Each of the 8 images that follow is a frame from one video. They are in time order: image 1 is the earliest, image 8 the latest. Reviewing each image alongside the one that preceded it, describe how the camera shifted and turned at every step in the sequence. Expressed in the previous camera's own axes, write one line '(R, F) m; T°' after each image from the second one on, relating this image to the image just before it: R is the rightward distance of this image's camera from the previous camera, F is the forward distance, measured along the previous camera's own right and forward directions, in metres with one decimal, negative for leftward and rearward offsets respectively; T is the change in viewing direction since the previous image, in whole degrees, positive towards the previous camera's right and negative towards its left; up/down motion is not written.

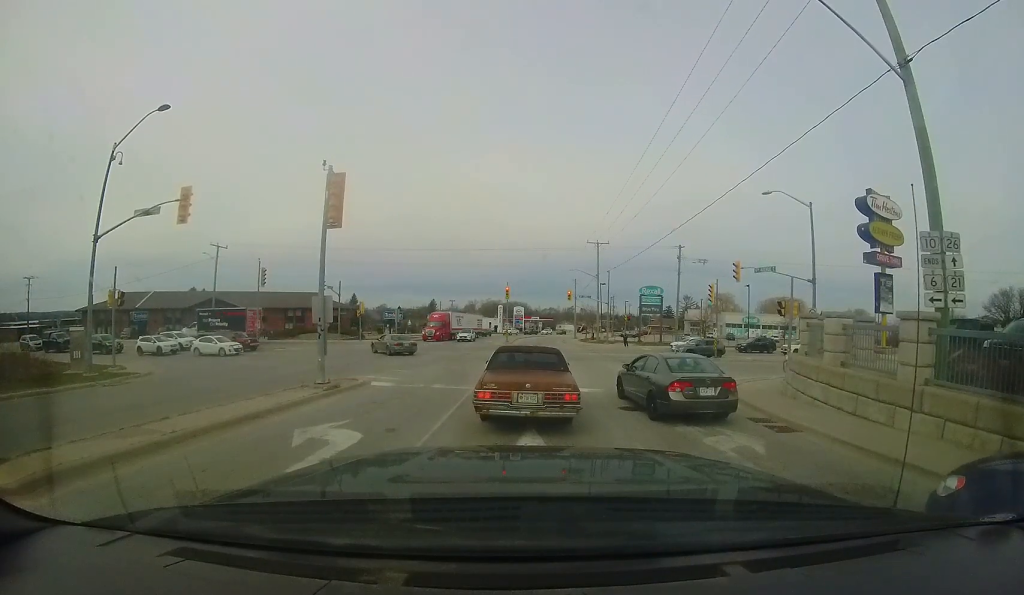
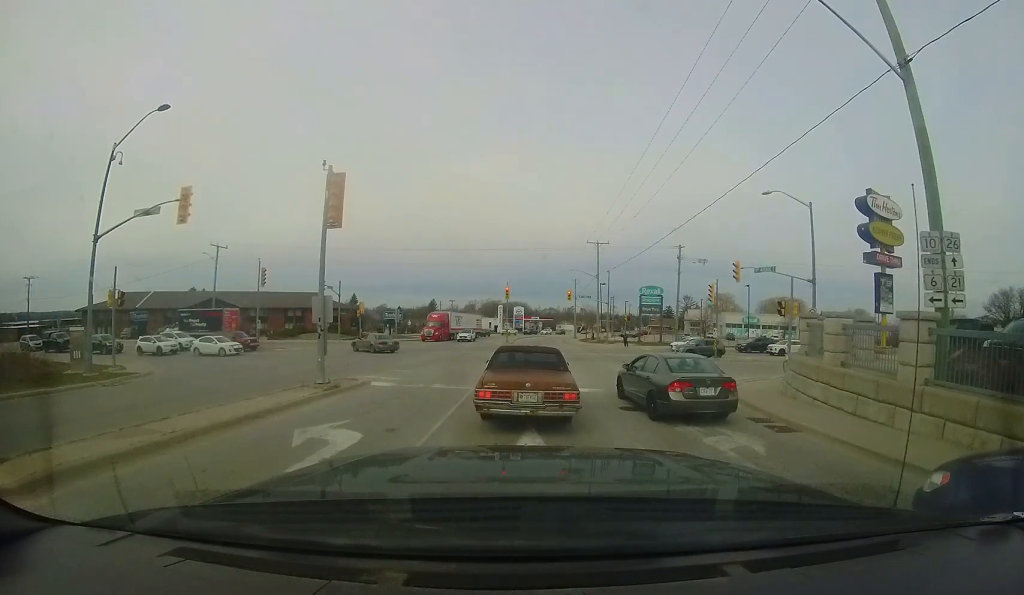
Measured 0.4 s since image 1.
(0.0, 0.0) m; 0°
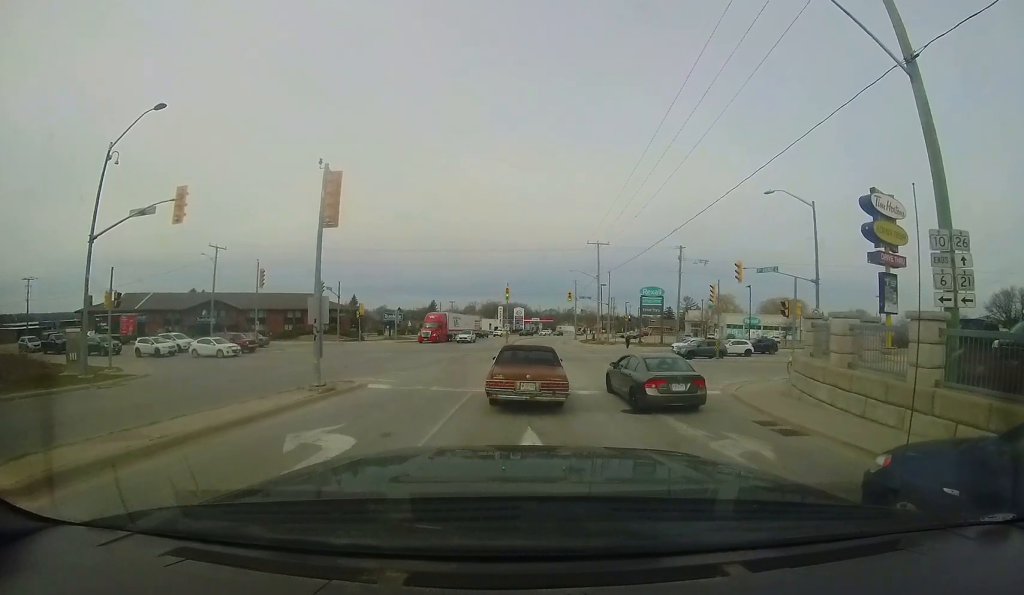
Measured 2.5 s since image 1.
(0.0, +0.2) m; 0°
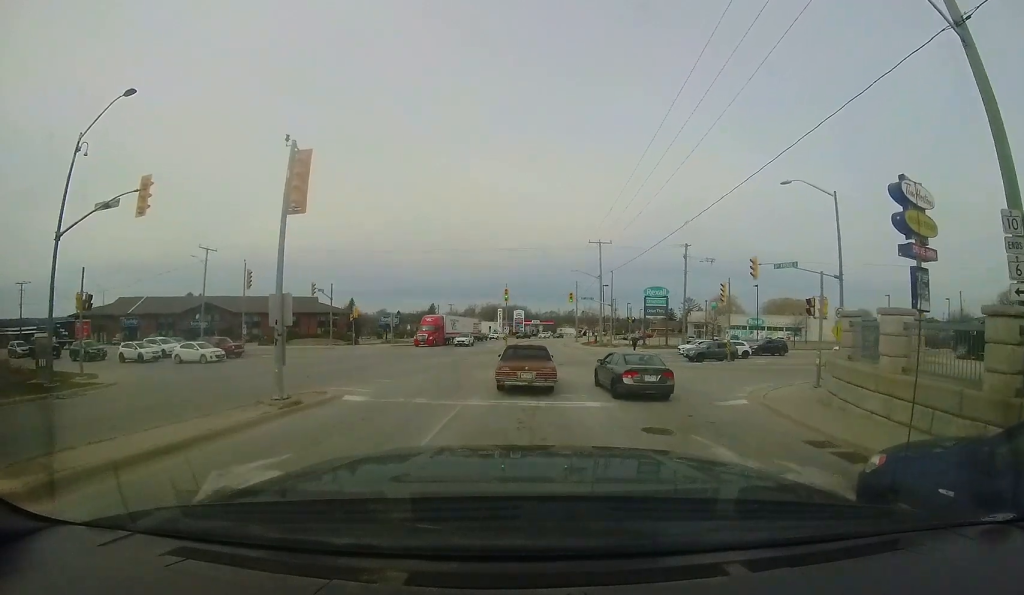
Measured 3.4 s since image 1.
(0.0, +0.8) m; 0°
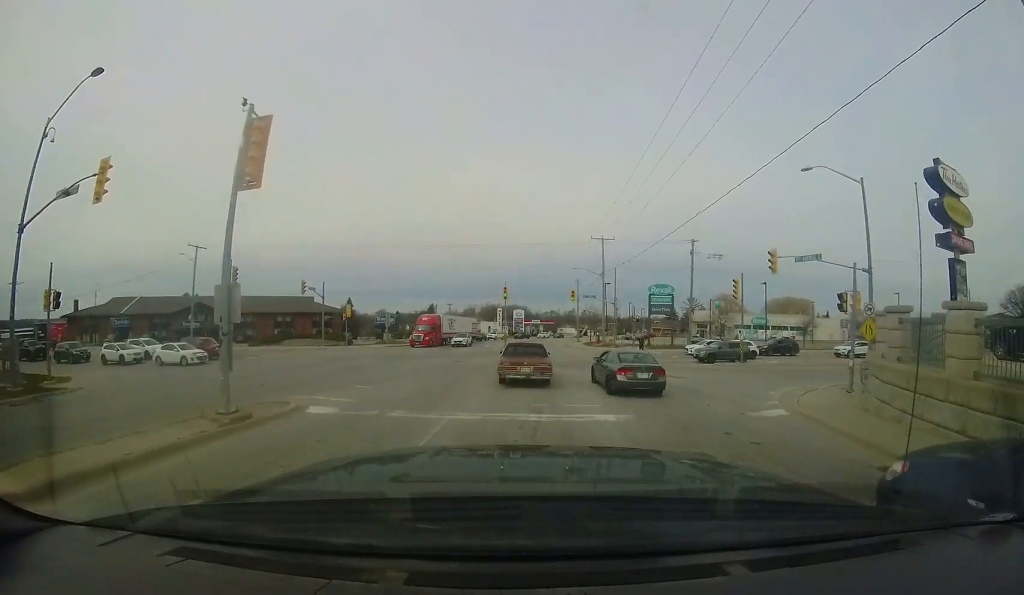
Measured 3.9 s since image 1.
(0.0, +0.8) m; 0°
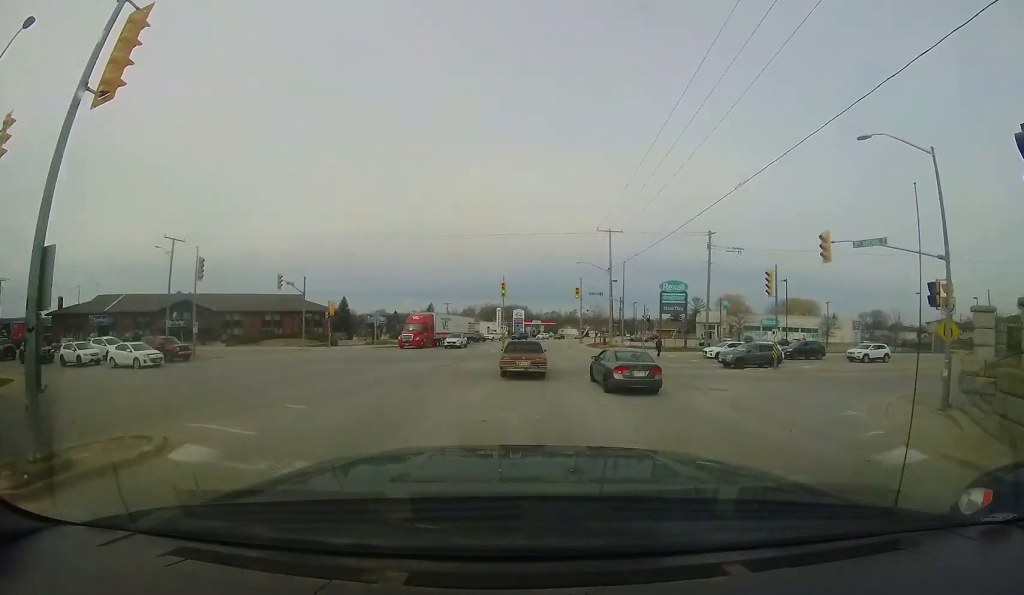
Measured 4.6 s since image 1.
(0.0, +2.9) m; +1°
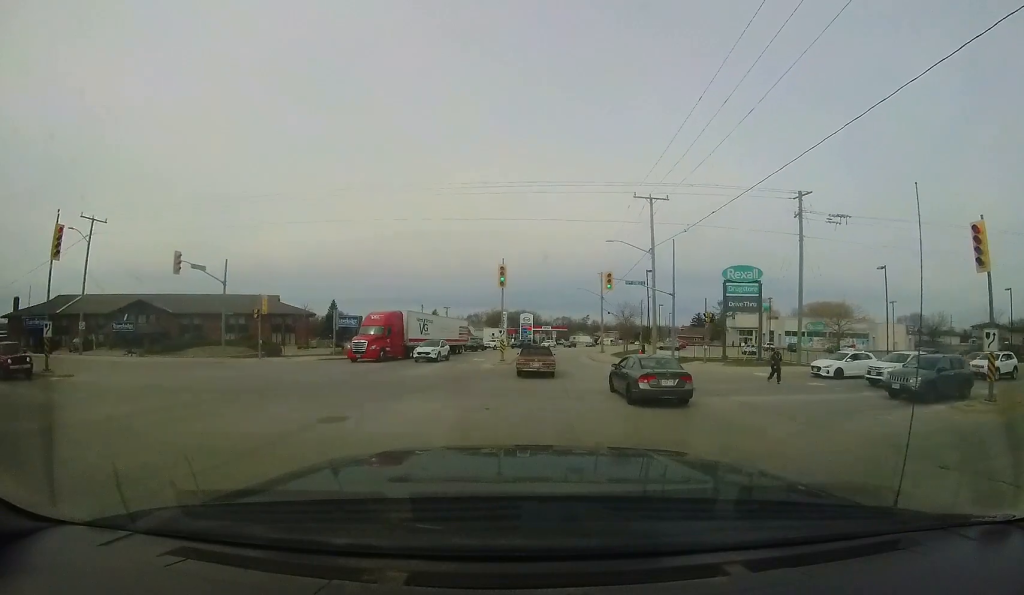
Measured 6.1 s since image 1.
(0.0, +9.5) m; -2°
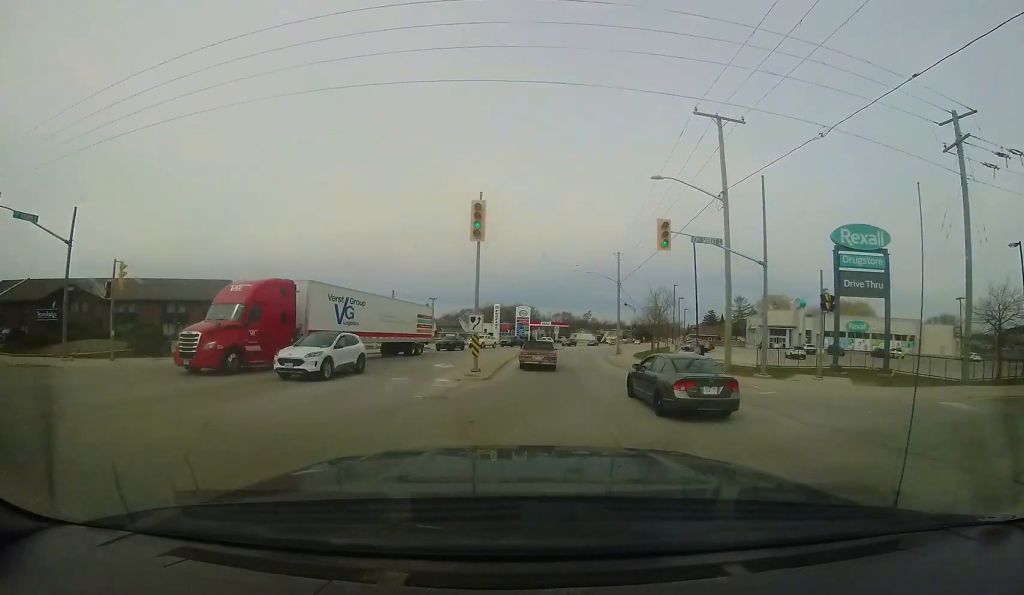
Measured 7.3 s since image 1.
(-0.3, +11.5) m; -1°
